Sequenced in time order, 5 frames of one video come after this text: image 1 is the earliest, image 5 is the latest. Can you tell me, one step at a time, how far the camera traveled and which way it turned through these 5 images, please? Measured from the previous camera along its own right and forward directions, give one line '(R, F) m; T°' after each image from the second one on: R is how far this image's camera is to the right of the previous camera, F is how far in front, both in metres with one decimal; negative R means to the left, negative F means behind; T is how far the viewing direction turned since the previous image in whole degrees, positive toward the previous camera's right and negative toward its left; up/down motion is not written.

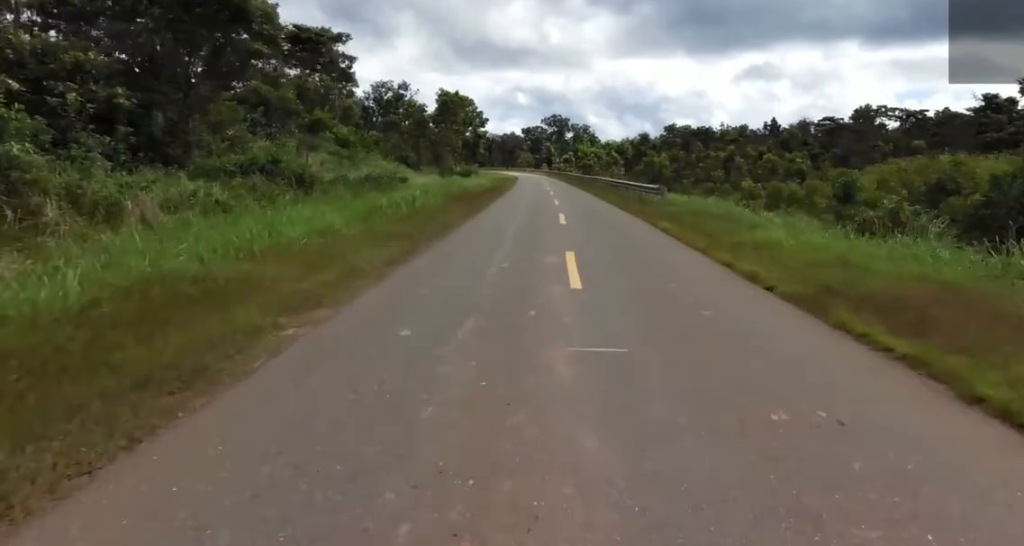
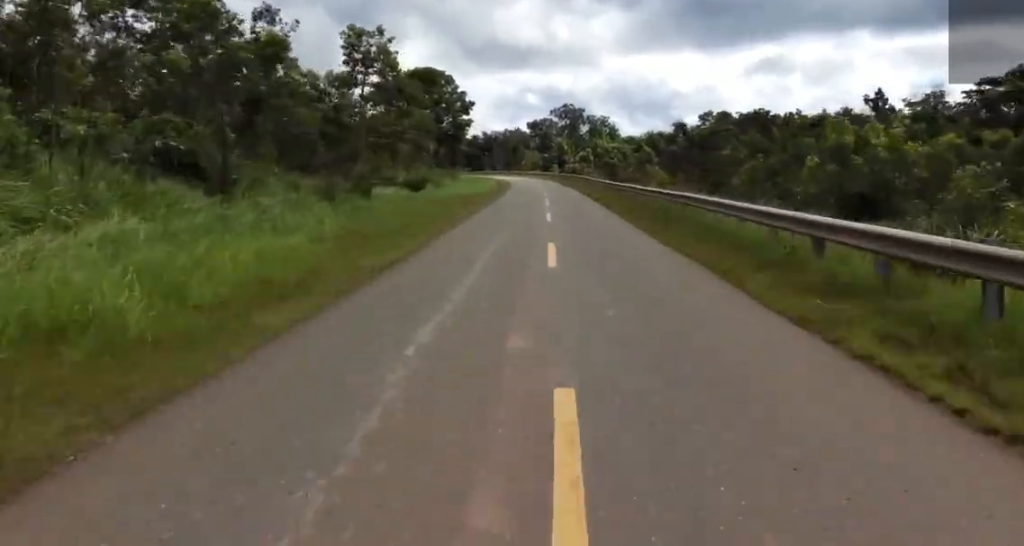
(-0.2, +31.0) m; +2°
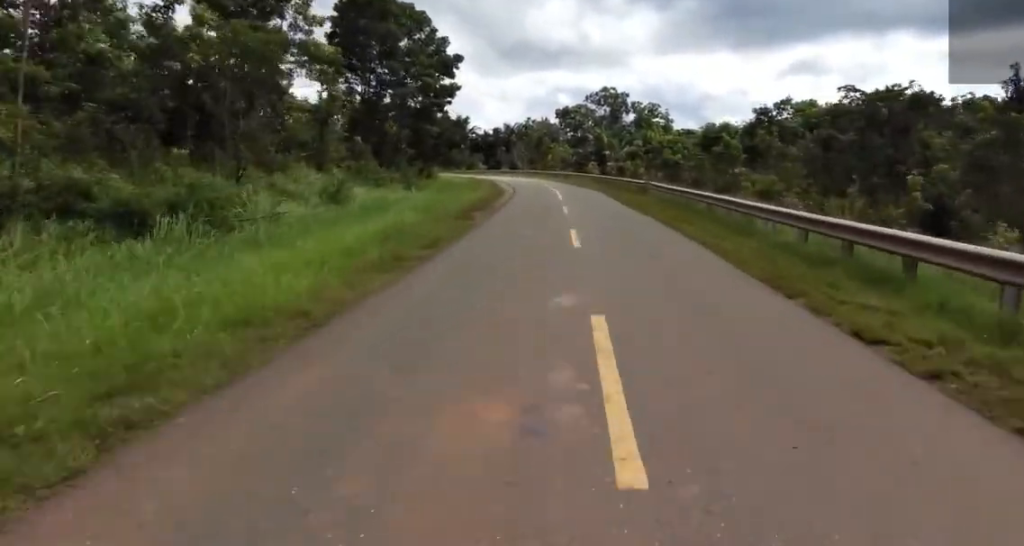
(+1.1, +30.6) m; -1°
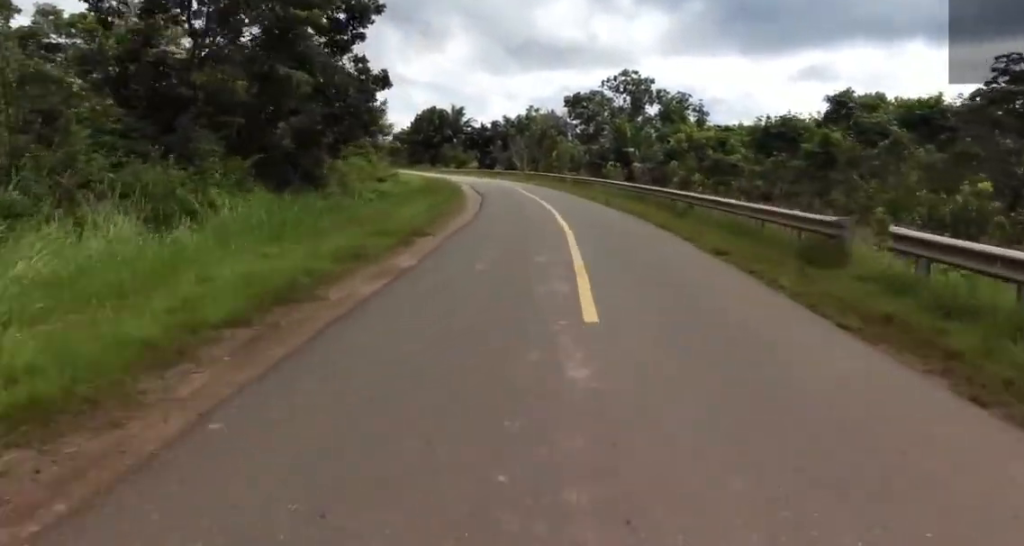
(-2.0, +21.1) m; -8°
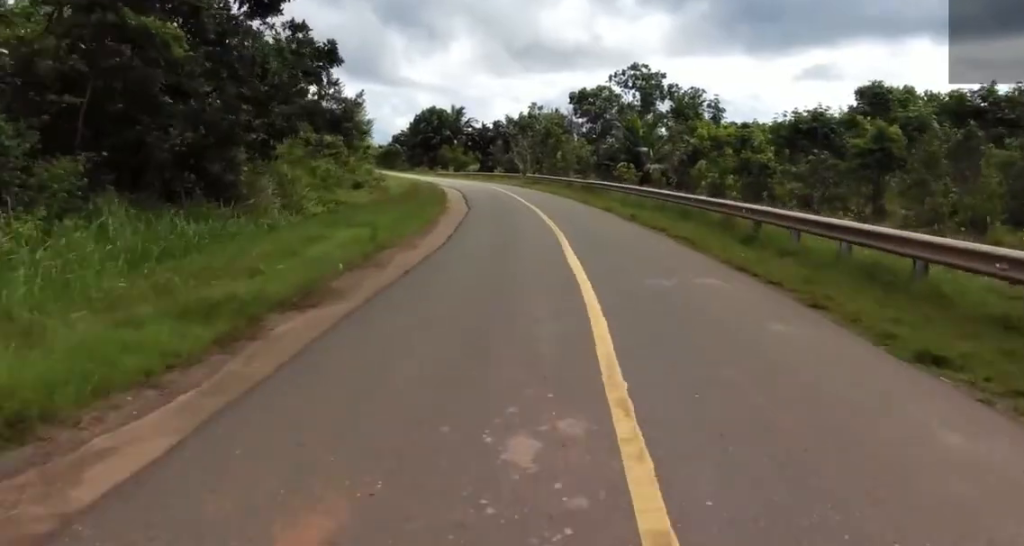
(-0.4, +7.2) m; -1°
